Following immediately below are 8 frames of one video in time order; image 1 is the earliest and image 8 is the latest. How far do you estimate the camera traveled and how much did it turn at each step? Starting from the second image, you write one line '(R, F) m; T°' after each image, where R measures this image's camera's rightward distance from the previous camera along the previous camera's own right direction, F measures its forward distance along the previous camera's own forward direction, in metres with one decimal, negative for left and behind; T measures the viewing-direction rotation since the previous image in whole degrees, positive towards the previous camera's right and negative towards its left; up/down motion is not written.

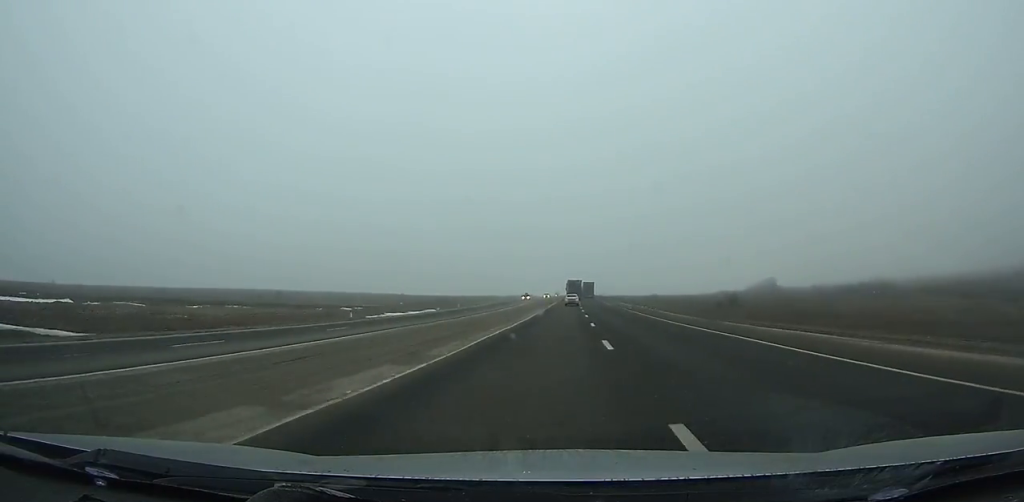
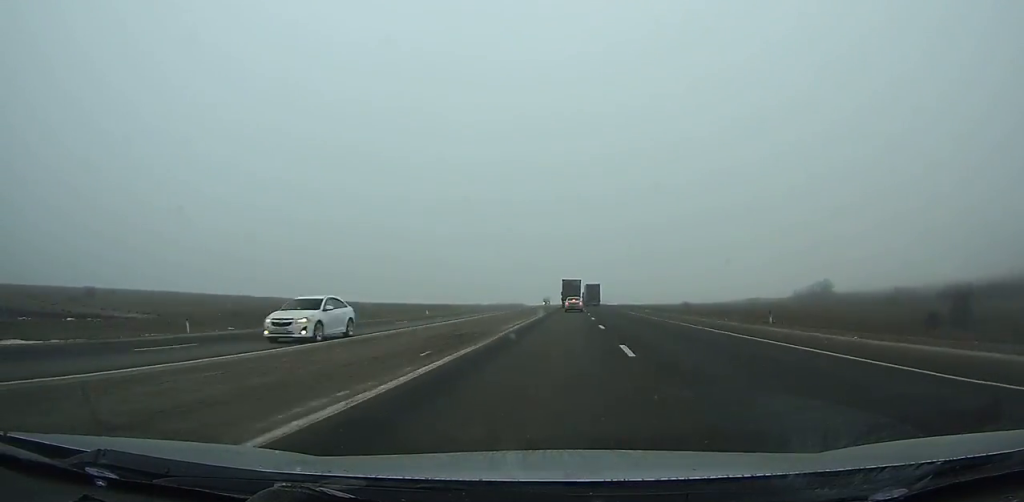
(+0.2, +64.1) m; +1°
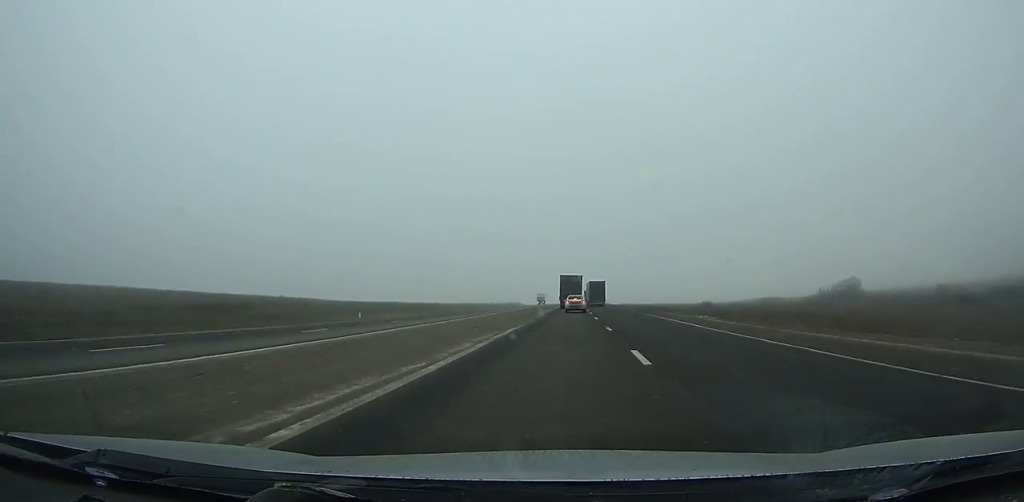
(+0.1, +20.0) m; 0°
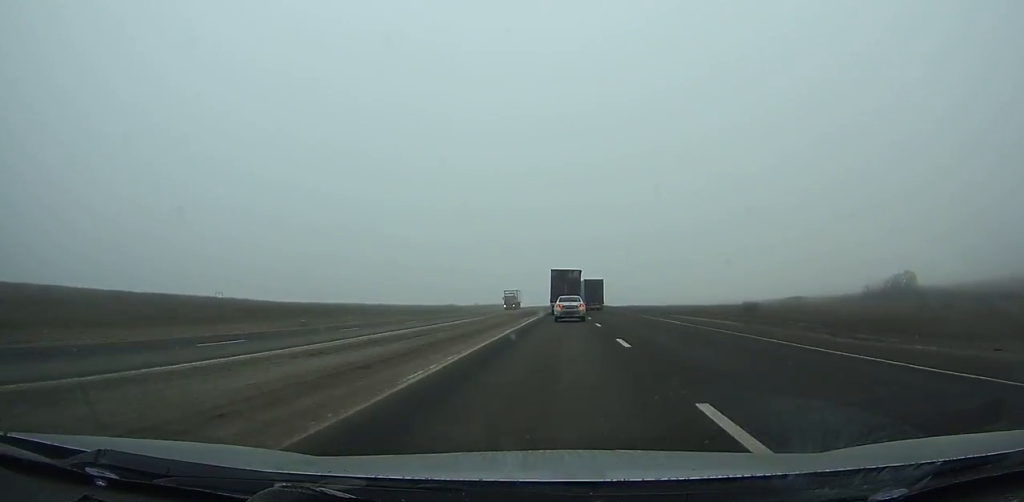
(+0.1, +39.2) m; 0°
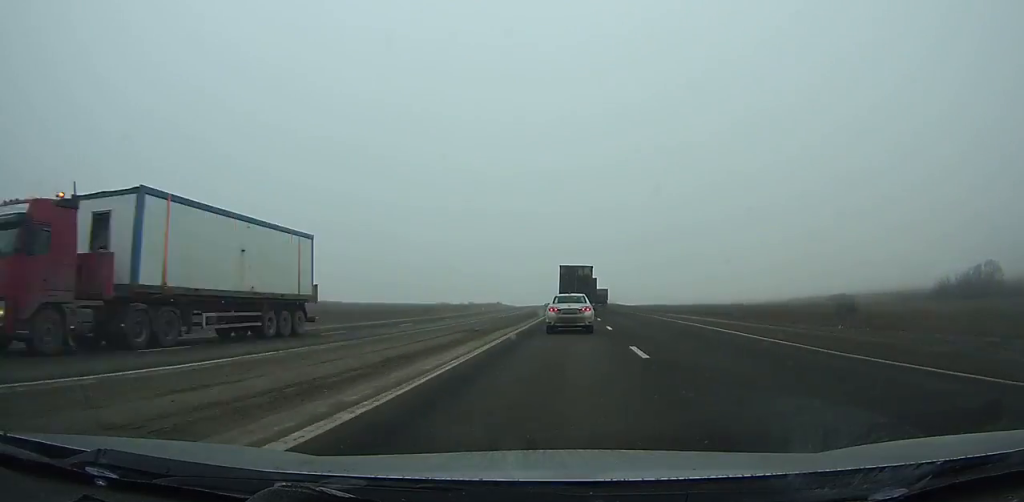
(-0.3, +41.3) m; 0°
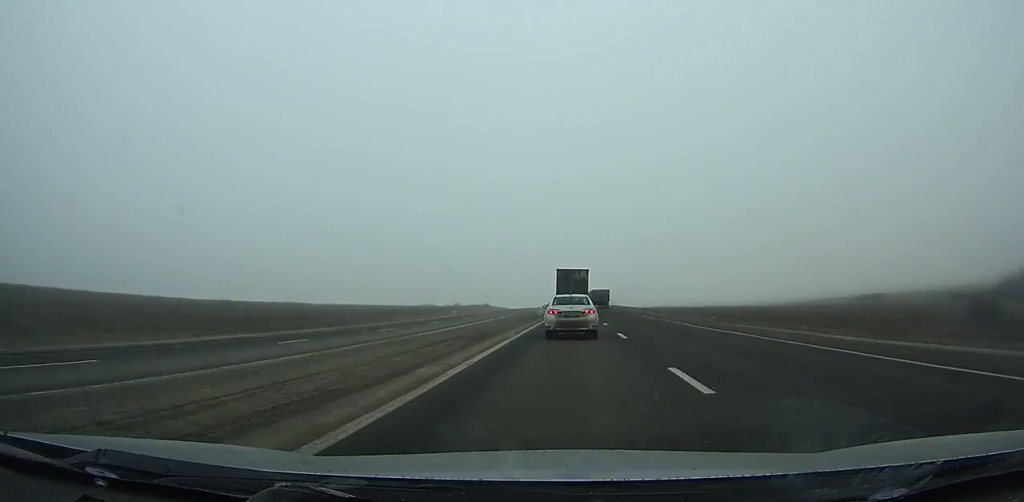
(+0.1, +30.9) m; 0°
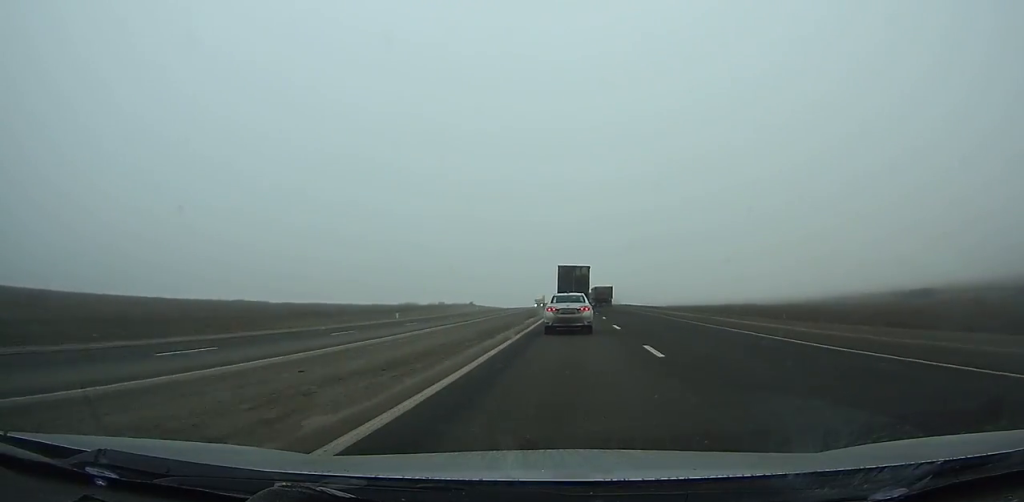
(+0.2, +31.0) m; 0°
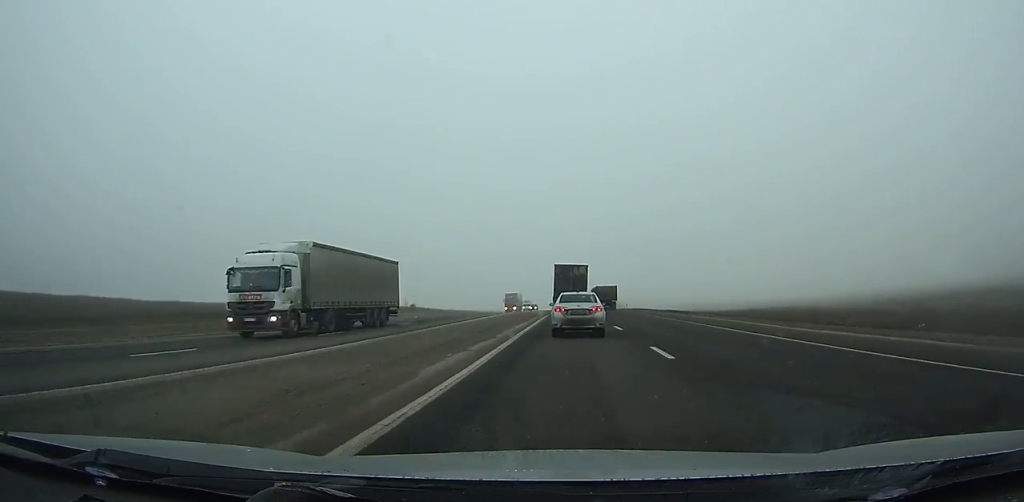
(-0.1, +58.6) m; 0°
